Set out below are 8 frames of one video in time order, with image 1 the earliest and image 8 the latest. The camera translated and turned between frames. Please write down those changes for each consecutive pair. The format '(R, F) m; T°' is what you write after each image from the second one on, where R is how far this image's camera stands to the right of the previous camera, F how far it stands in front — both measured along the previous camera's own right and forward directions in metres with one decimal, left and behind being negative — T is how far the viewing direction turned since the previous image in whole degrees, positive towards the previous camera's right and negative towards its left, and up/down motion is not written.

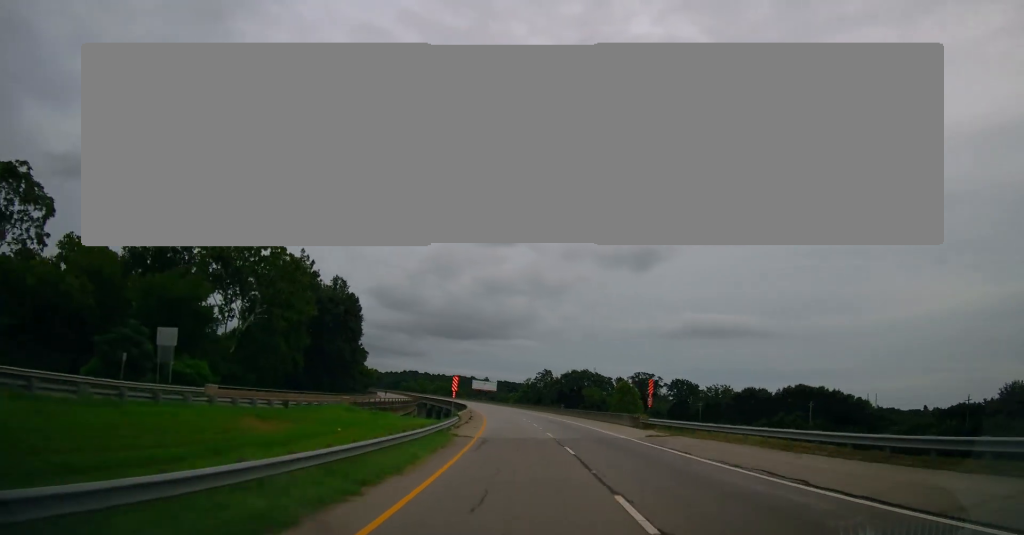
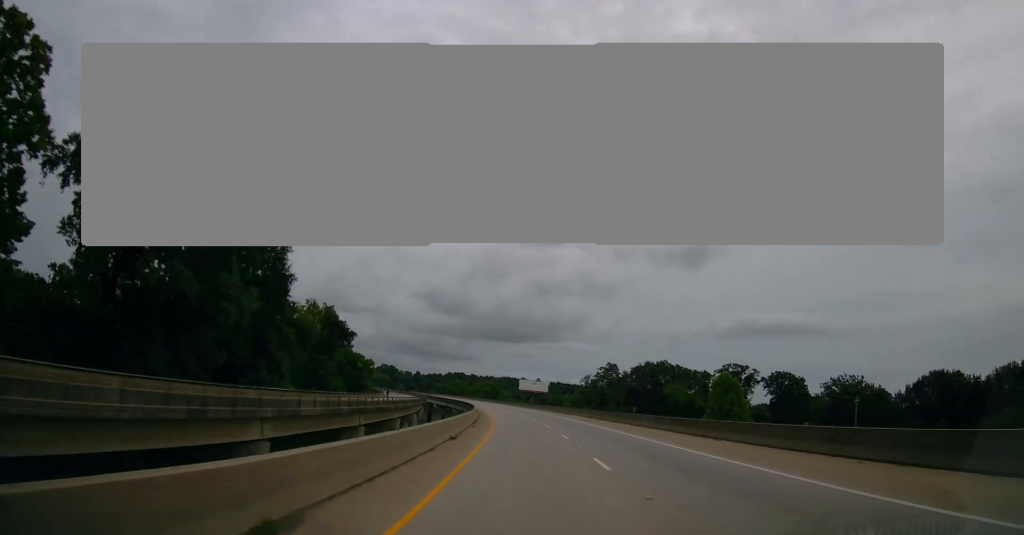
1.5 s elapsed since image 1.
(-3.1, +51.3) m; -7°
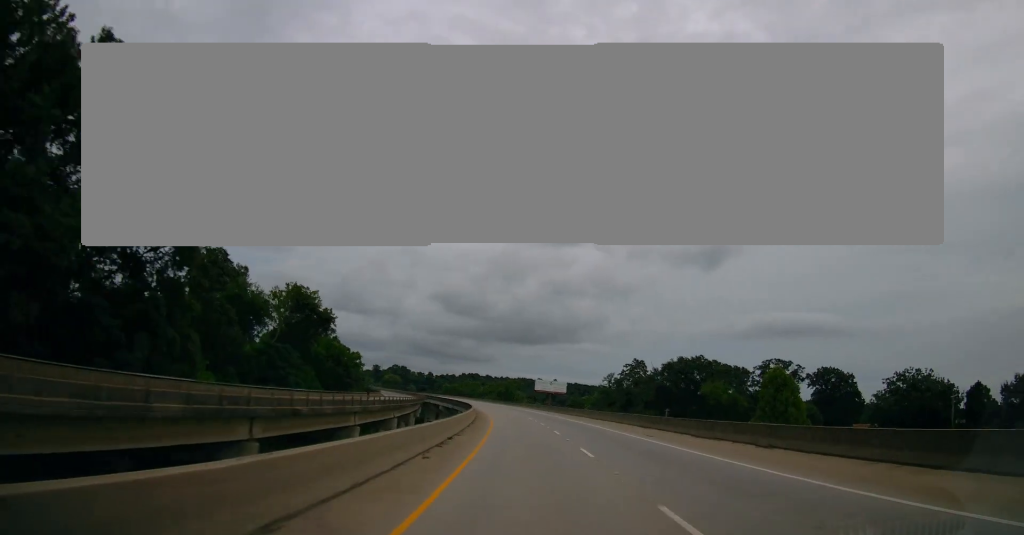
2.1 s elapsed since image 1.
(-0.5, +20.5) m; -2°
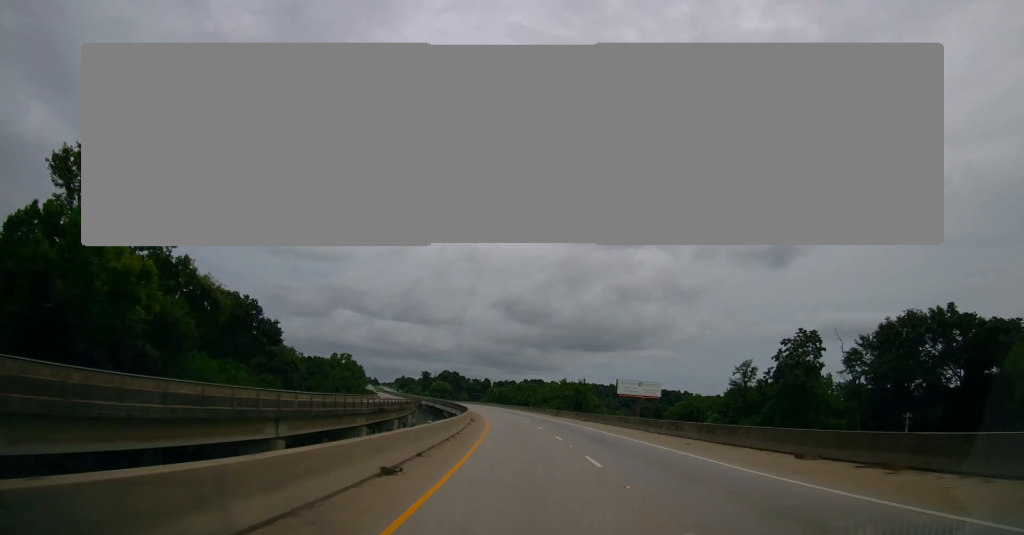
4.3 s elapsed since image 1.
(-4.1, +73.7) m; -6°
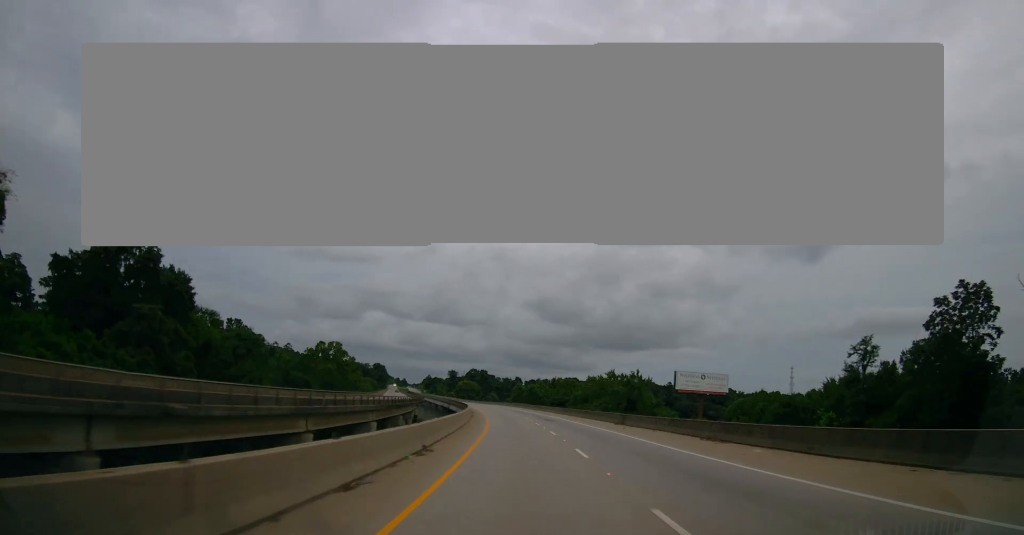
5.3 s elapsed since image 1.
(-1.0, +34.0) m; -3°
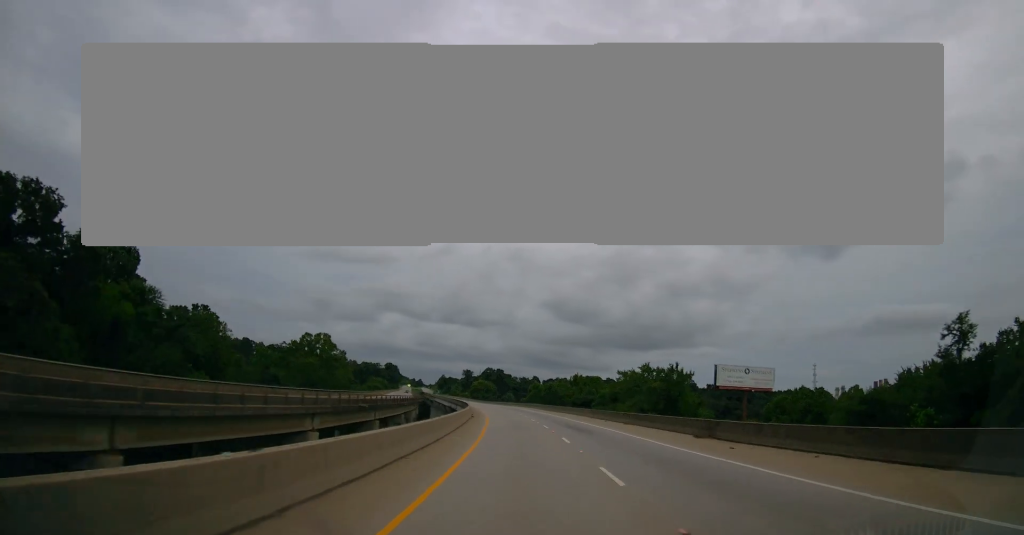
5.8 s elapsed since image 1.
(-0.2, +18.2) m; -2°
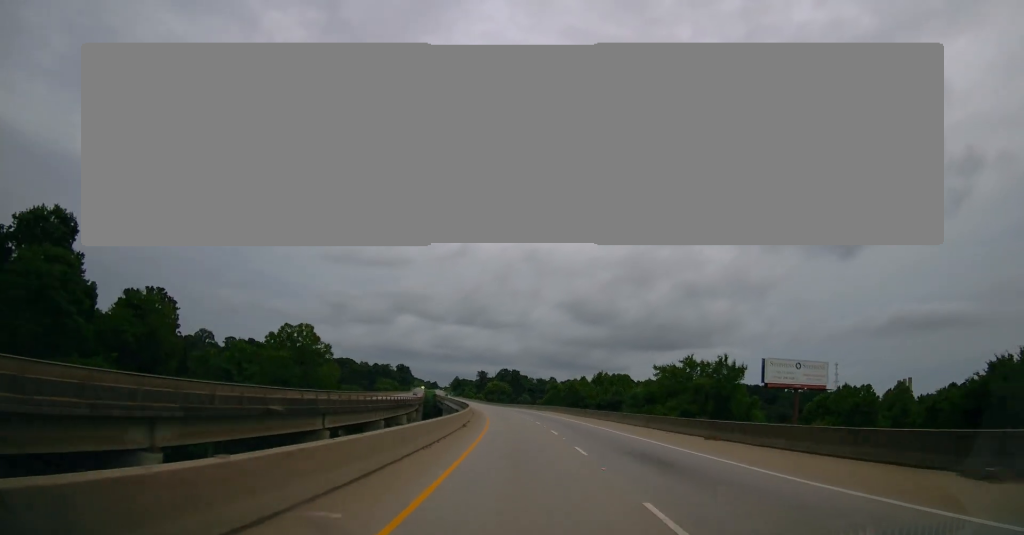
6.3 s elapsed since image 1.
(-0.3, +17.1) m; -1°
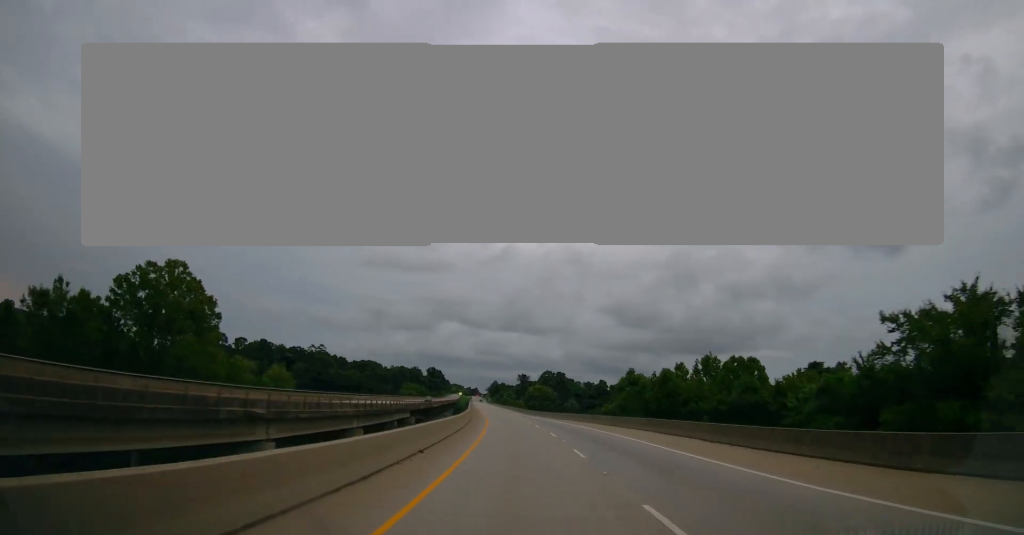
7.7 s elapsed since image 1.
(-1.4, +47.7) m; -4°
